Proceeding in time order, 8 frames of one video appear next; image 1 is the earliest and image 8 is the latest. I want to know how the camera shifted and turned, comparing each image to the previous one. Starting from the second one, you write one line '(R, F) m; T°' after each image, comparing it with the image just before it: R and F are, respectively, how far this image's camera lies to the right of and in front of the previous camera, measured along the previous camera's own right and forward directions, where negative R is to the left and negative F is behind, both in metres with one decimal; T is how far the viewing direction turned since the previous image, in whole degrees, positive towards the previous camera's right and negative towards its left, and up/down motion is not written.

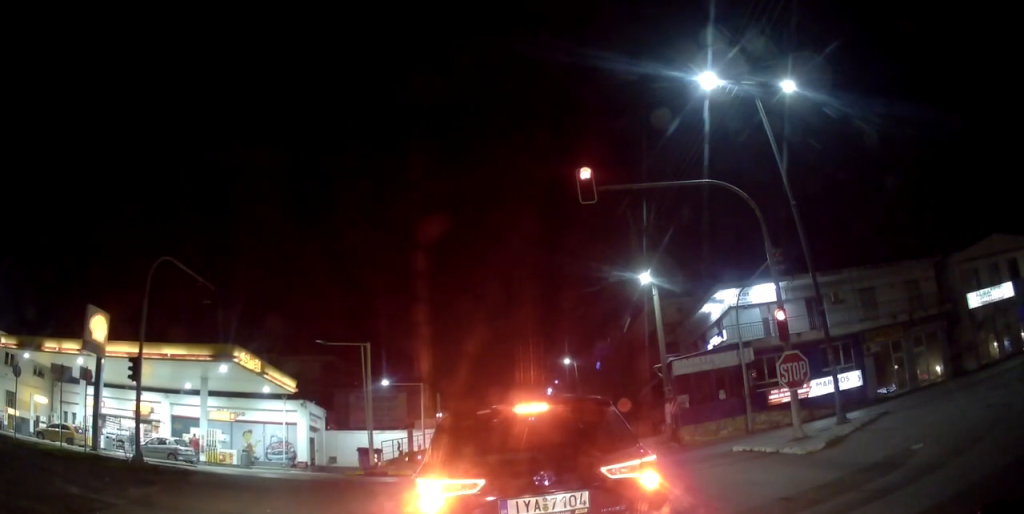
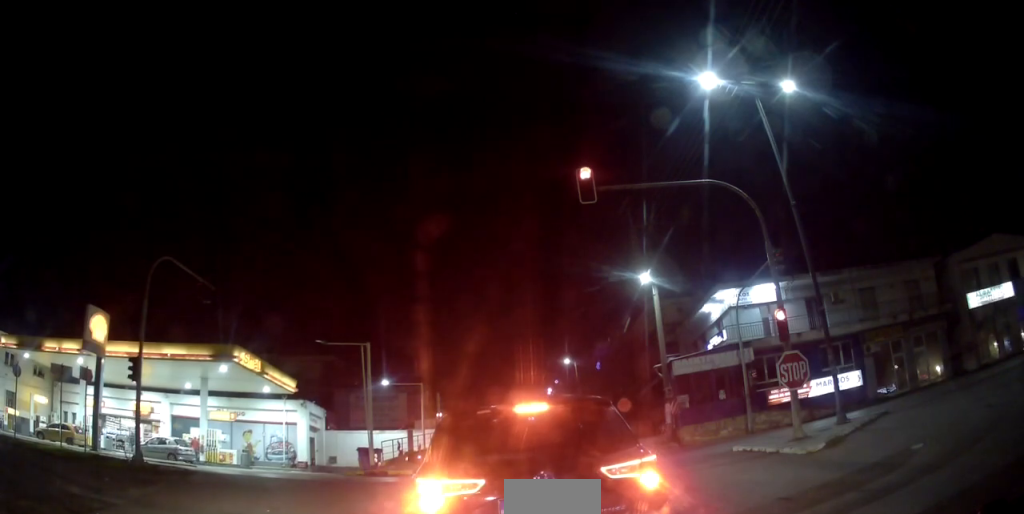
(0.0, 0.0) m; 0°
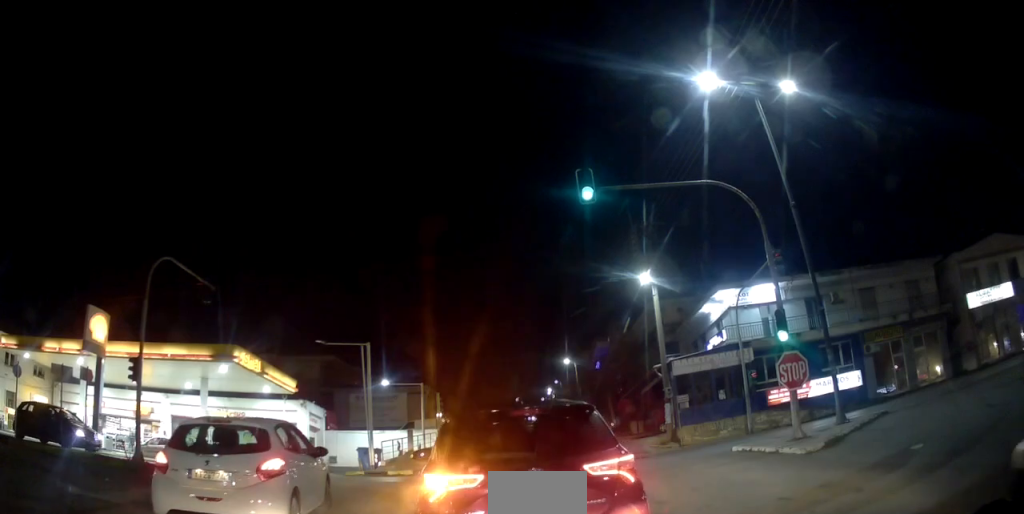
(0.0, 0.0) m; 0°
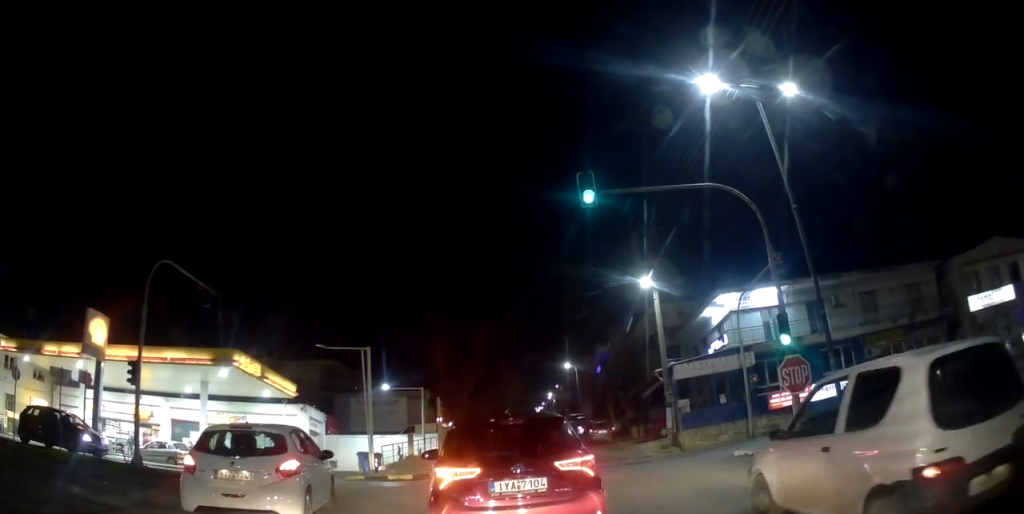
(0.0, +0.1) m; 0°
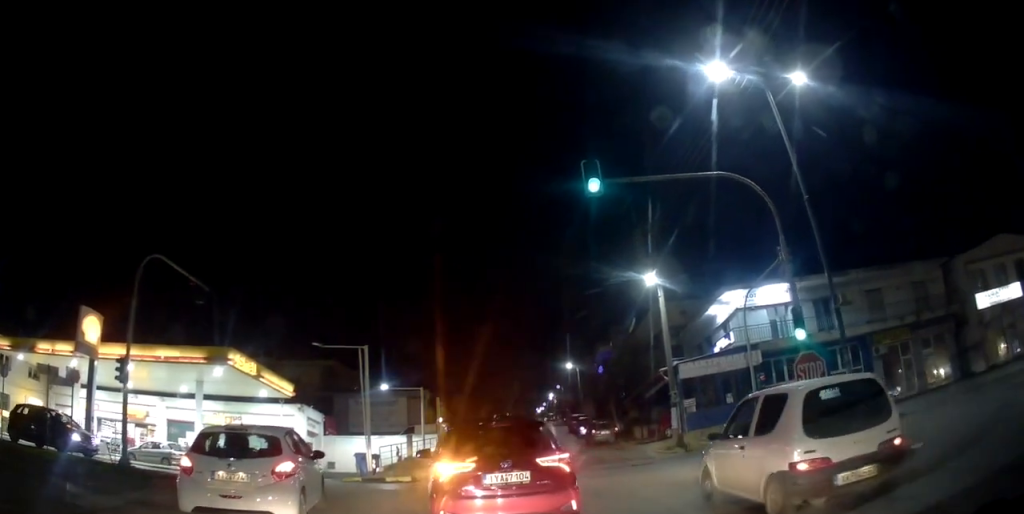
(+0.2, +1.2) m; 0°
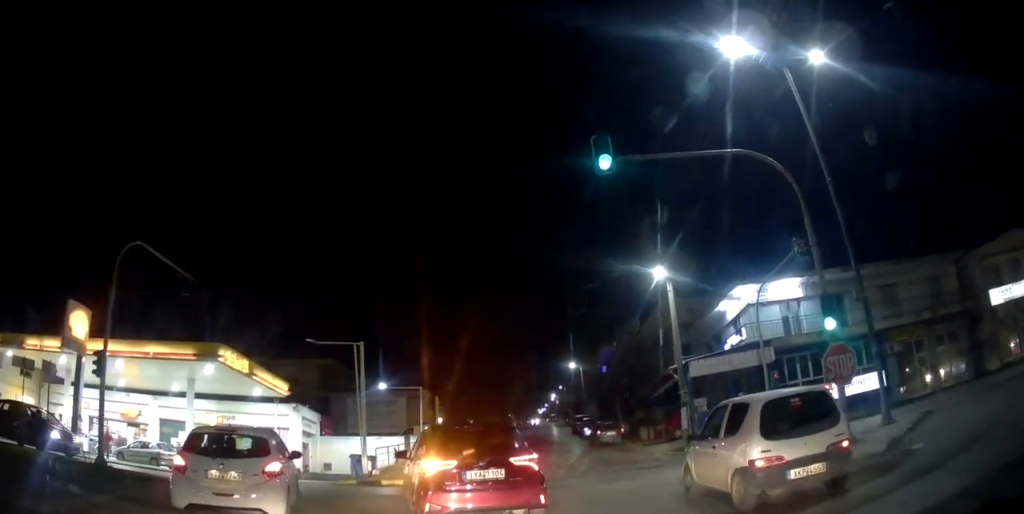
(+0.1, +1.5) m; -2°
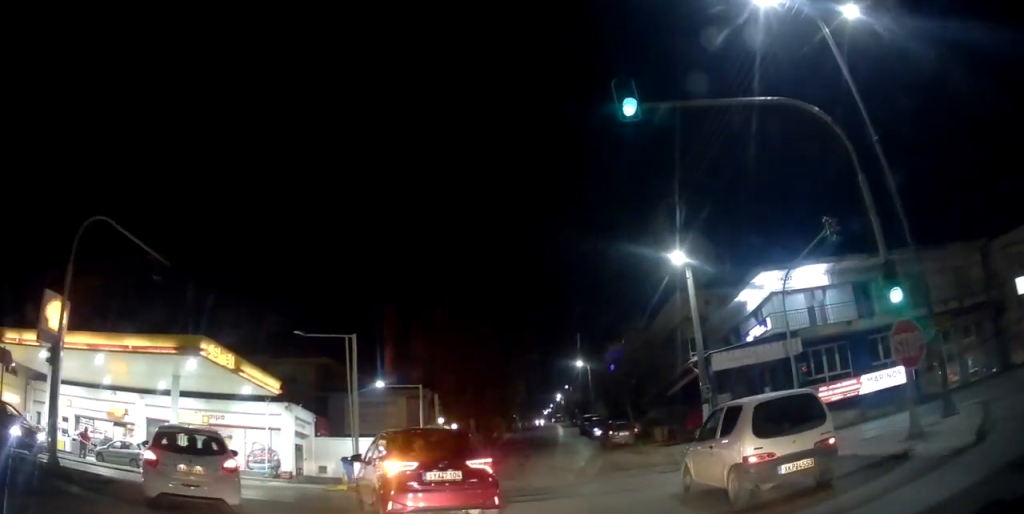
(-0.2, +2.6) m; -6°
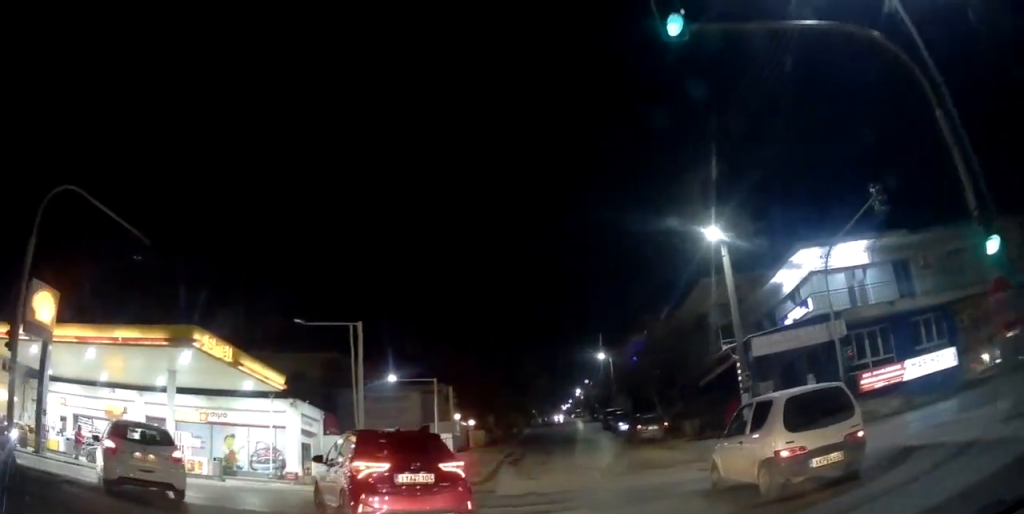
(-0.1, +2.3) m; -4°
